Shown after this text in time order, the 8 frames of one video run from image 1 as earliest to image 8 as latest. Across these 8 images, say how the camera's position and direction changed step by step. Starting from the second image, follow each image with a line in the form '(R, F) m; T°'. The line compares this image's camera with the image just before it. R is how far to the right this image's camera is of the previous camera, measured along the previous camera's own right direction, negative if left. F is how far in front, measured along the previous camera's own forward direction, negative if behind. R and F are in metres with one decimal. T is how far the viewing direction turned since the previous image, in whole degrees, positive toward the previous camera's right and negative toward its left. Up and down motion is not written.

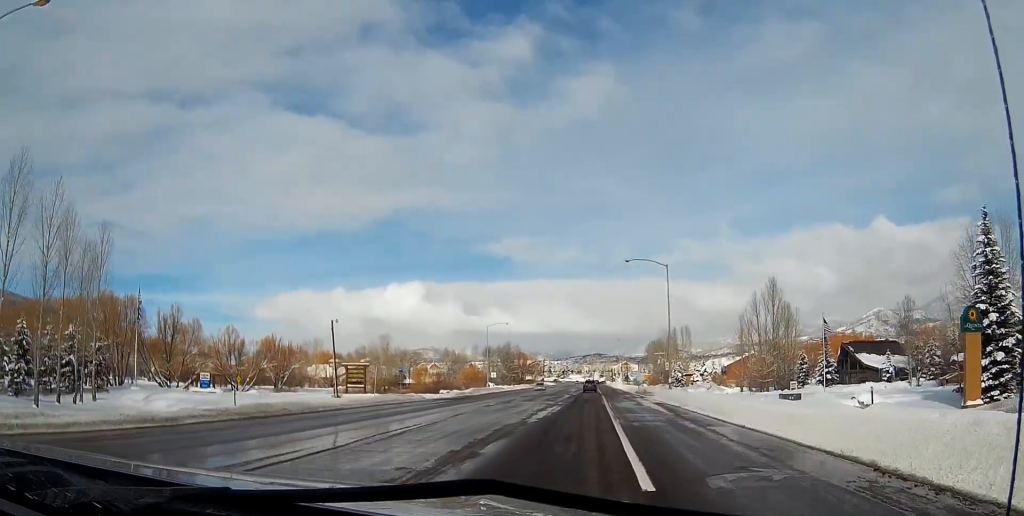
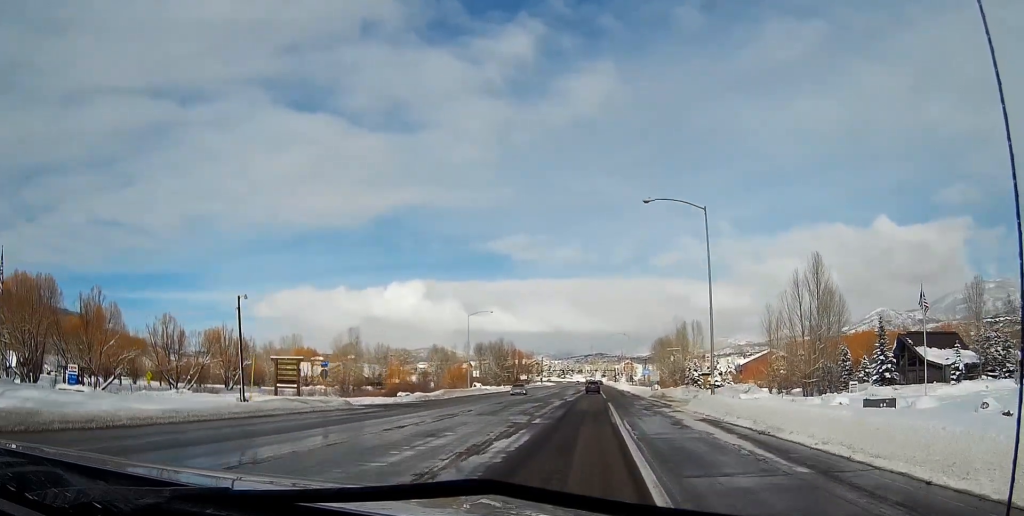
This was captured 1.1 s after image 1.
(0.0, +22.3) m; 0°
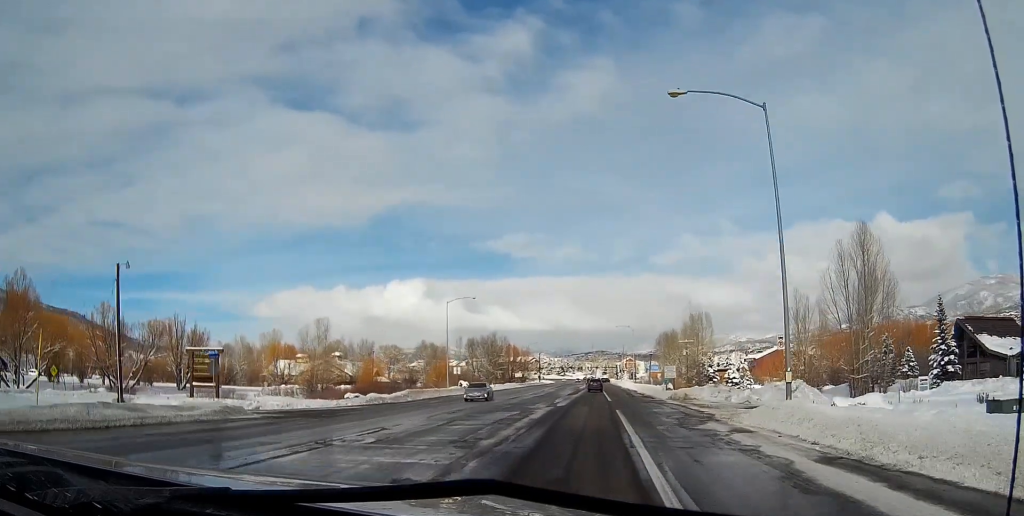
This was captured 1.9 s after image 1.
(0.0, +16.6) m; 0°
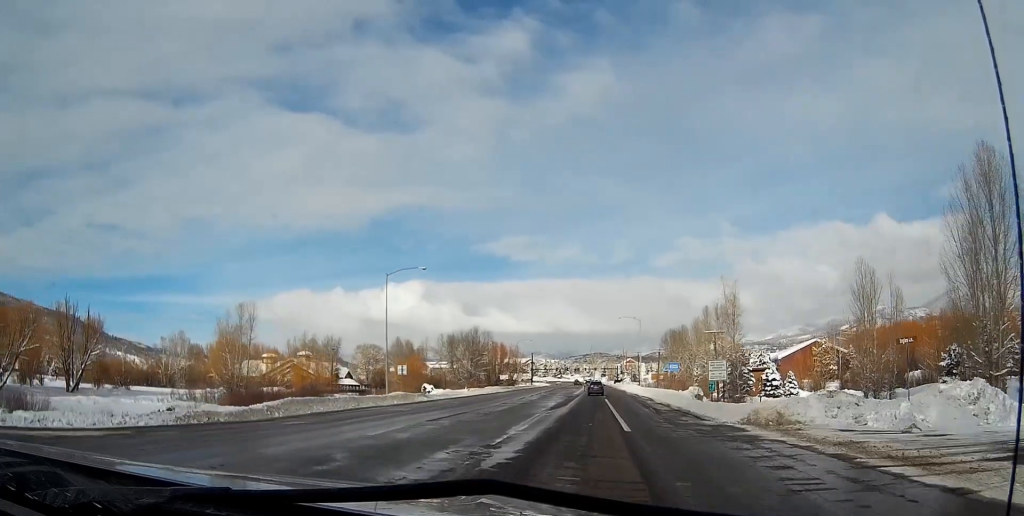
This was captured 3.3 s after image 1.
(-0.1, +27.5) m; 0°
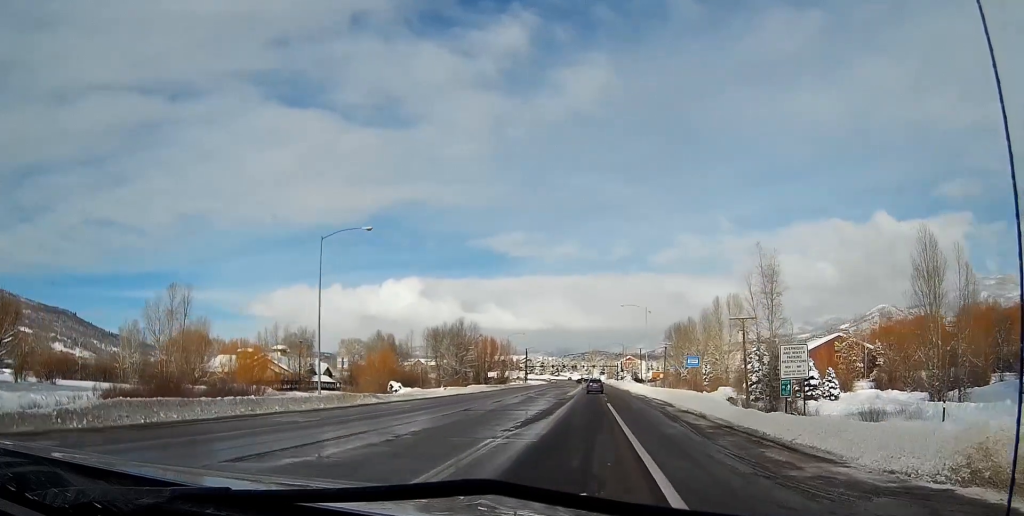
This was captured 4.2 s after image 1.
(+0.1, +17.0) m; +1°
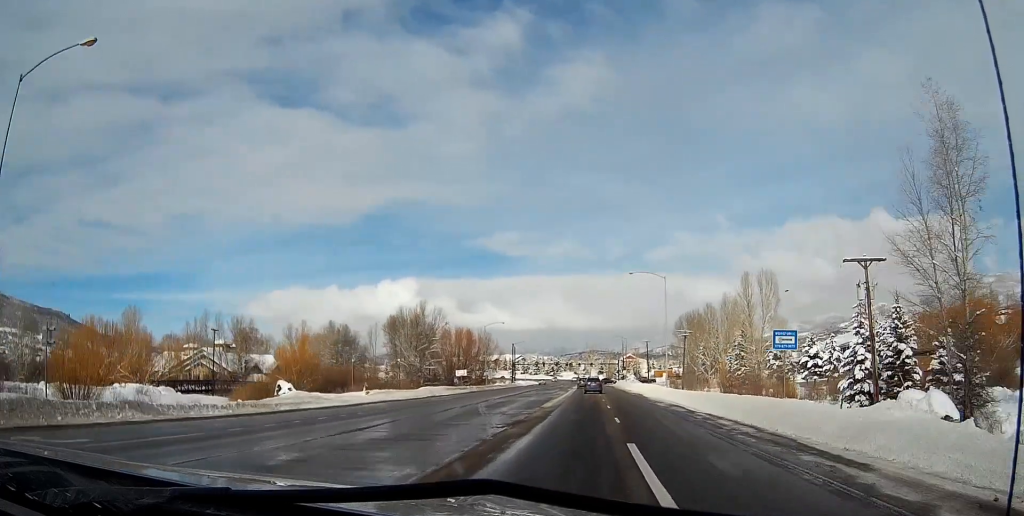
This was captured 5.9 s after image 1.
(+0.2, +32.9) m; +1°
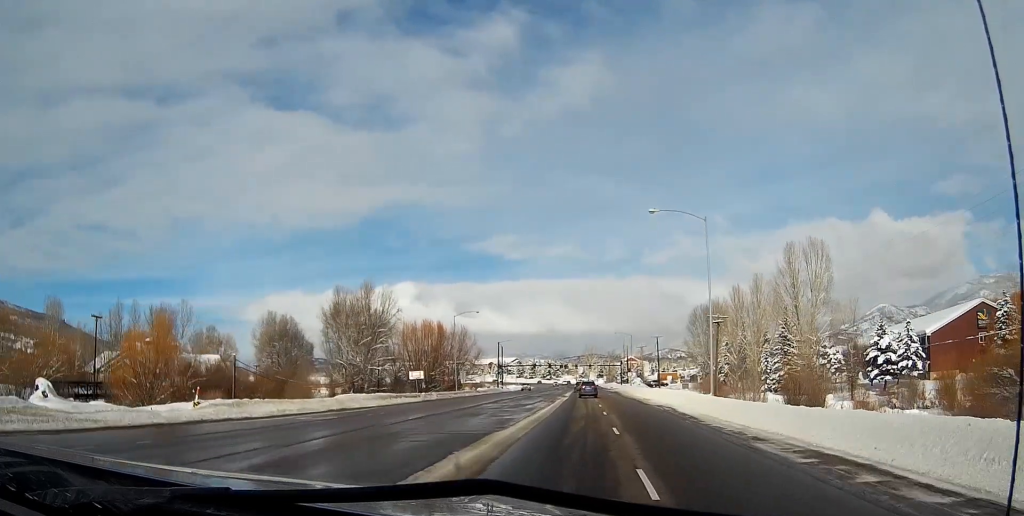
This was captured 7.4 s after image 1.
(+0.1, +29.9) m; 0°
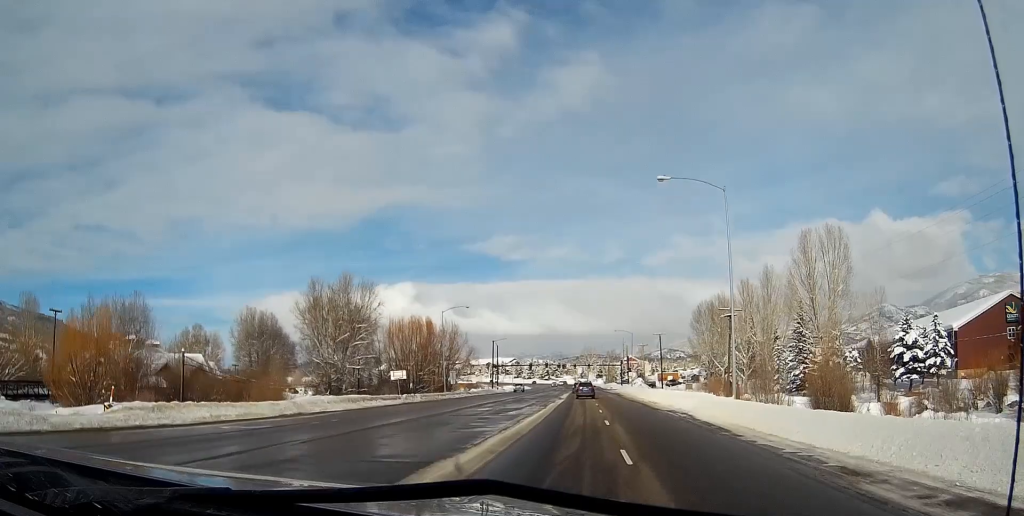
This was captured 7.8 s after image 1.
(0.0, +8.0) m; 0°
